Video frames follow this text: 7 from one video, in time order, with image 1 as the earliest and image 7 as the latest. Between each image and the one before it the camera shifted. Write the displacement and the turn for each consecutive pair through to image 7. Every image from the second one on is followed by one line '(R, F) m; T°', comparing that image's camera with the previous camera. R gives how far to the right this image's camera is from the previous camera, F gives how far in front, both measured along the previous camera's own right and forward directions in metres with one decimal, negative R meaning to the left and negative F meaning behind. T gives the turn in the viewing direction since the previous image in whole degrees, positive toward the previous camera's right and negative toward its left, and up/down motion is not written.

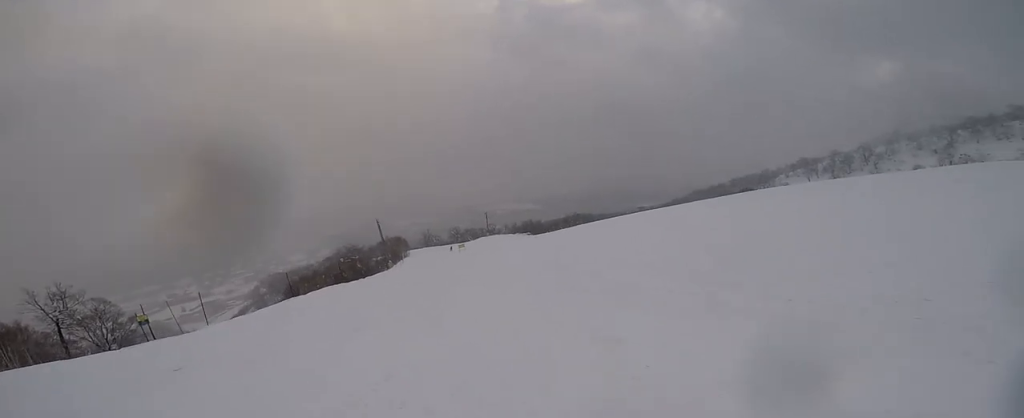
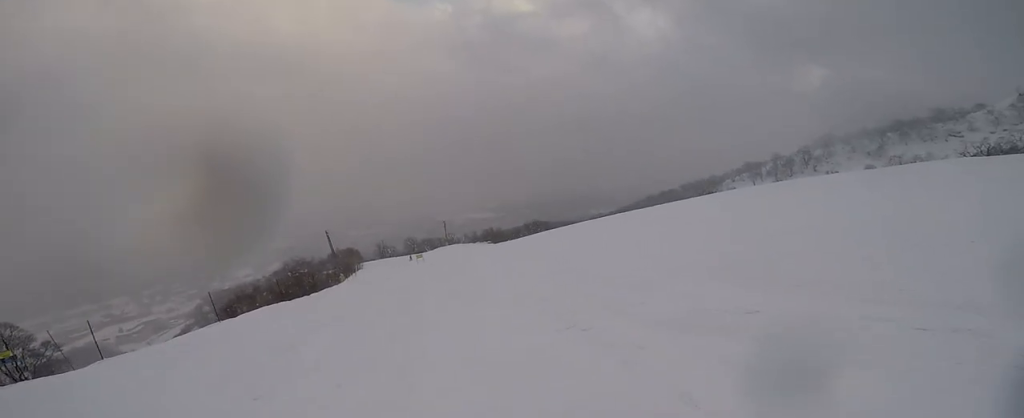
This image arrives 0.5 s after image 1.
(+0.4, +3.1) m; 0°
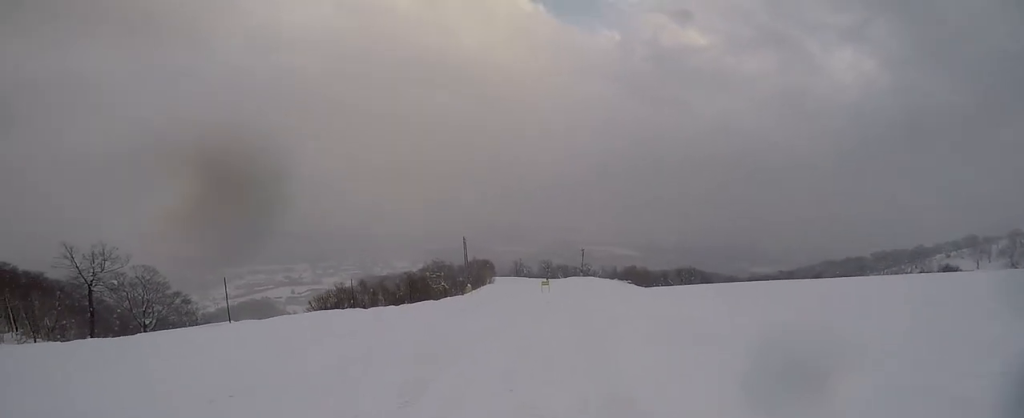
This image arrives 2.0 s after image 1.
(-1.7, +10.0) m; -13°
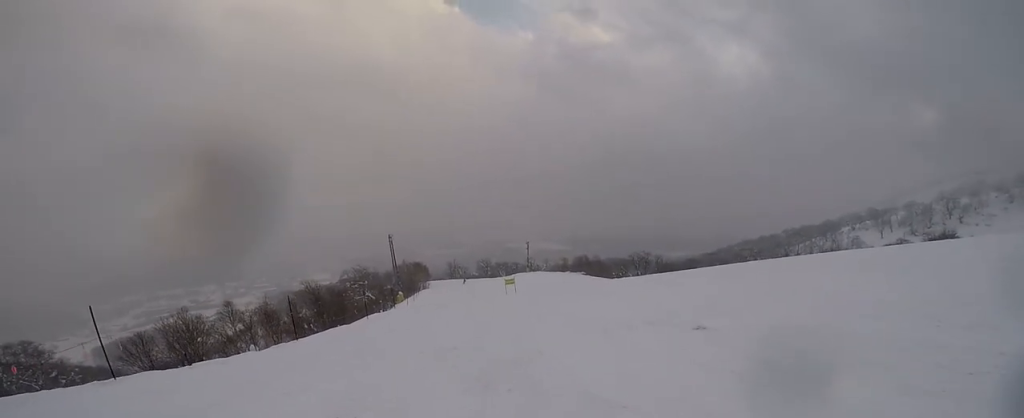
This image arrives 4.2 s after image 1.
(+2.8, +13.3) m; +12°
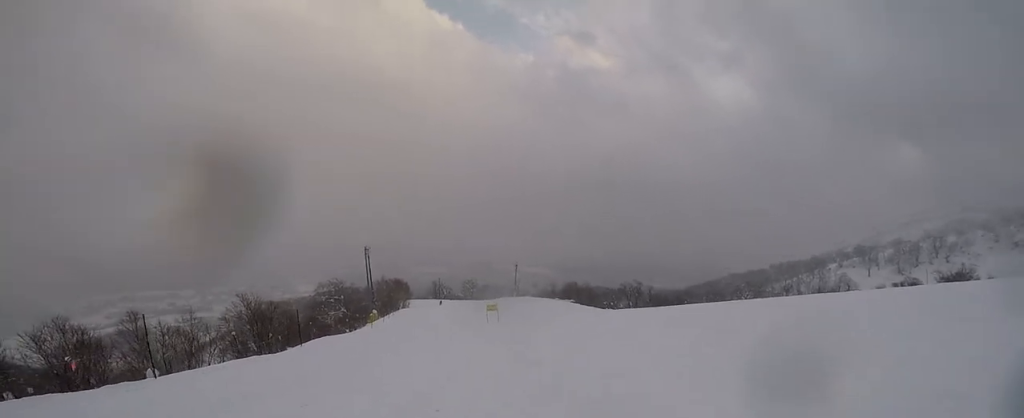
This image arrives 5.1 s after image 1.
(-0.7, +5.5) m; -11°
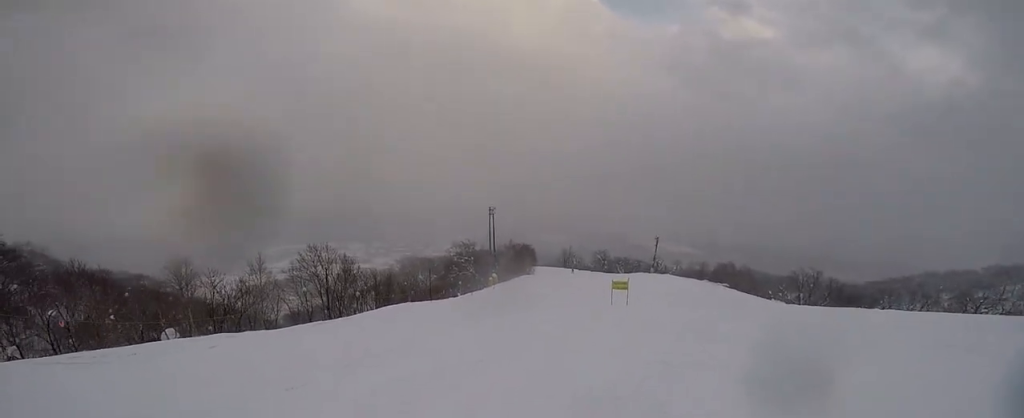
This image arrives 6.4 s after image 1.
(-0.4, +8.7) m; +2°
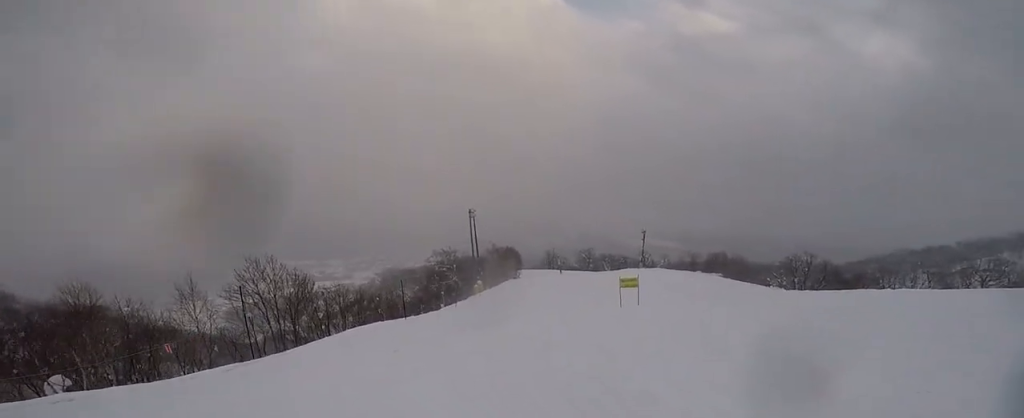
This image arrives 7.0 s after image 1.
(+0.1, +4.2) m; +4°
